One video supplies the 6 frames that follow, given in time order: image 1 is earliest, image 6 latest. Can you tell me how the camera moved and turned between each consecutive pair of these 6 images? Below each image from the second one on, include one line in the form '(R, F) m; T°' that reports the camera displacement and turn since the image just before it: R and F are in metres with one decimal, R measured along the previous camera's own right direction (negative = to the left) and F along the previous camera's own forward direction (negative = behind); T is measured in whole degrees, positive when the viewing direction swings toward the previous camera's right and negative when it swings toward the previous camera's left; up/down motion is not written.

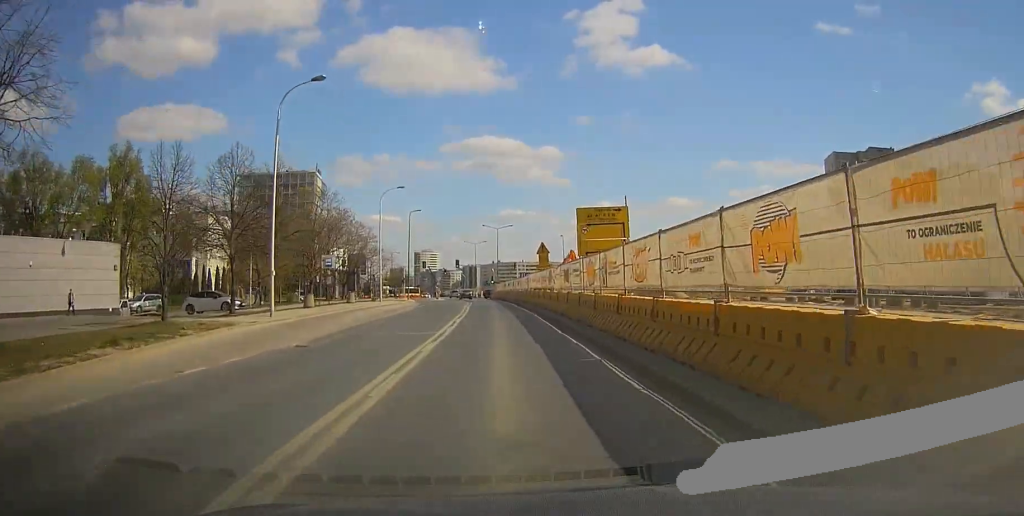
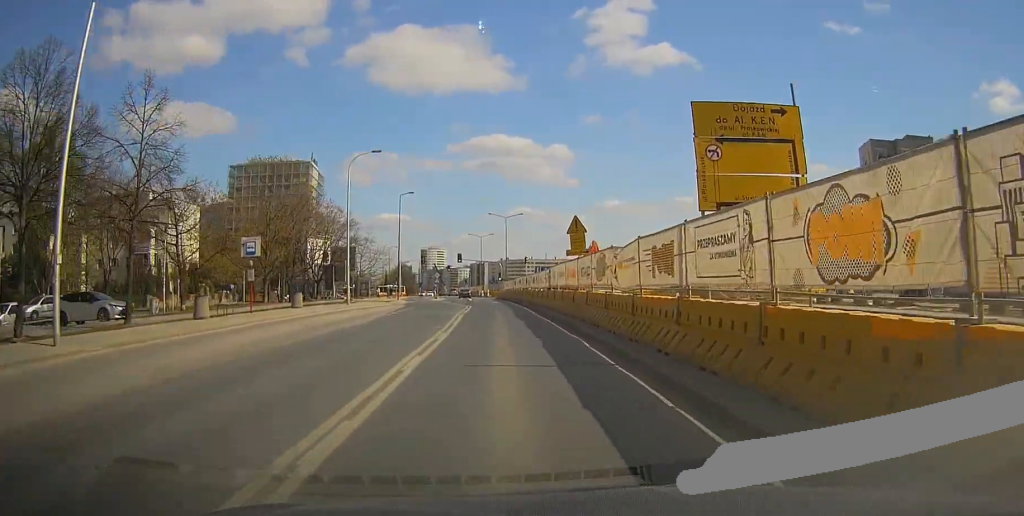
(-0.1, +15.4) m; 0°
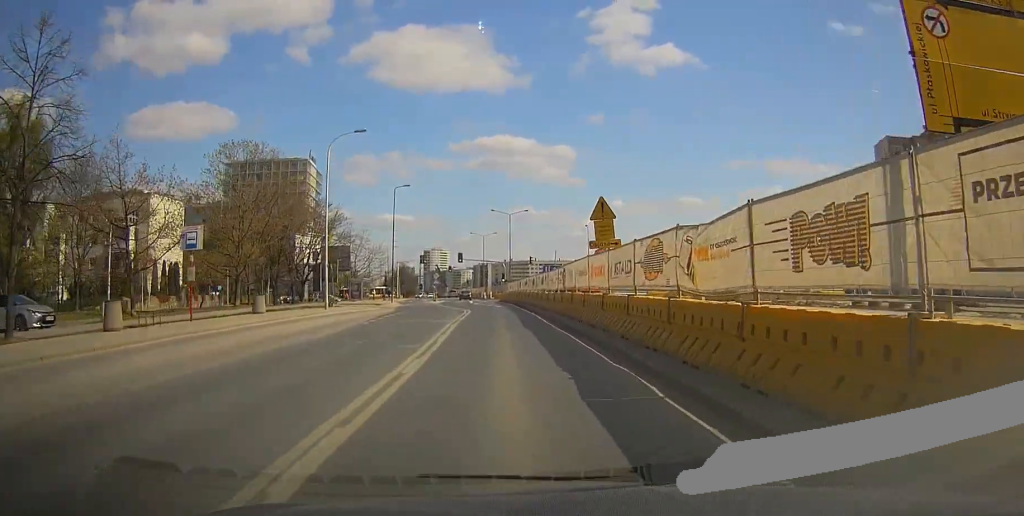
(+0.1, +6.3) m; 0°
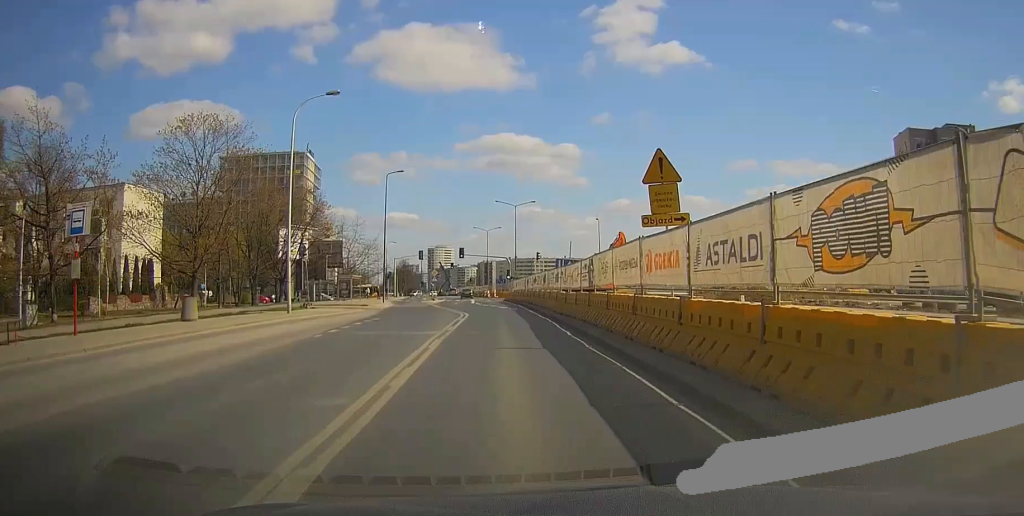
(0.0, +7.4) m; -1°
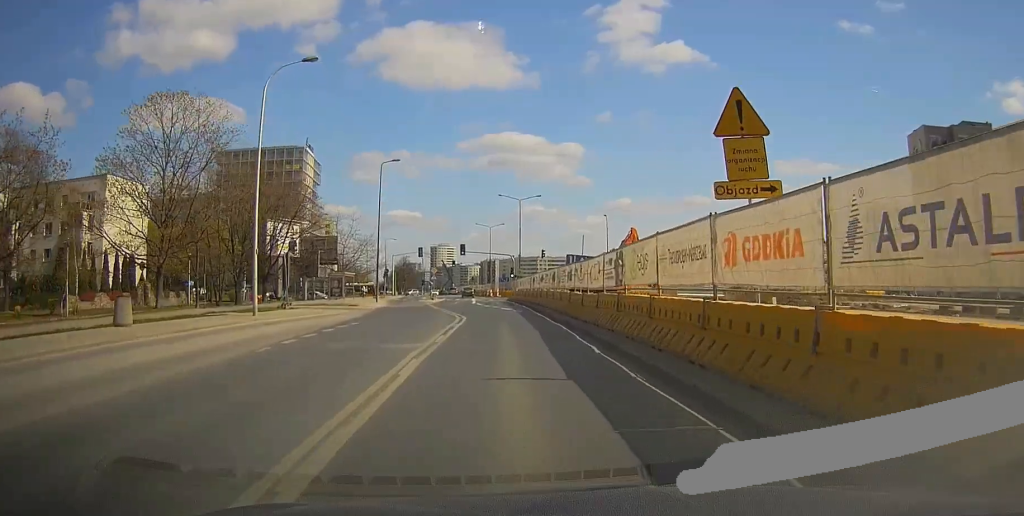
(0.0, +4.7) m; -1°
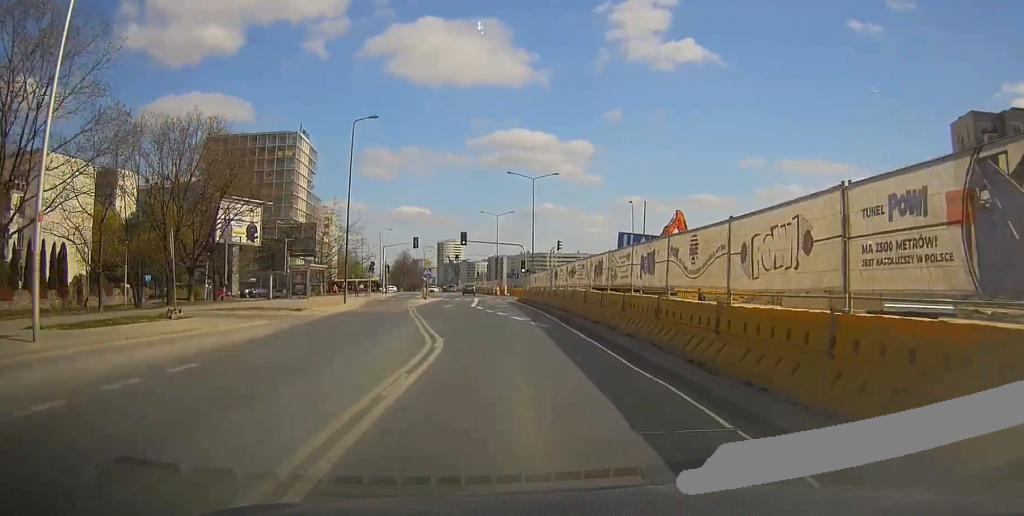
(-0.2, +14.0) m; 0°
